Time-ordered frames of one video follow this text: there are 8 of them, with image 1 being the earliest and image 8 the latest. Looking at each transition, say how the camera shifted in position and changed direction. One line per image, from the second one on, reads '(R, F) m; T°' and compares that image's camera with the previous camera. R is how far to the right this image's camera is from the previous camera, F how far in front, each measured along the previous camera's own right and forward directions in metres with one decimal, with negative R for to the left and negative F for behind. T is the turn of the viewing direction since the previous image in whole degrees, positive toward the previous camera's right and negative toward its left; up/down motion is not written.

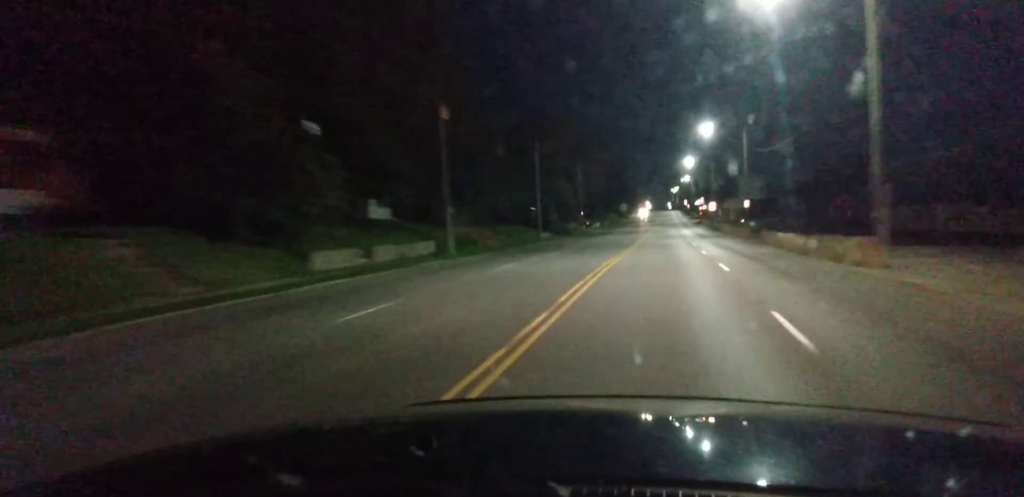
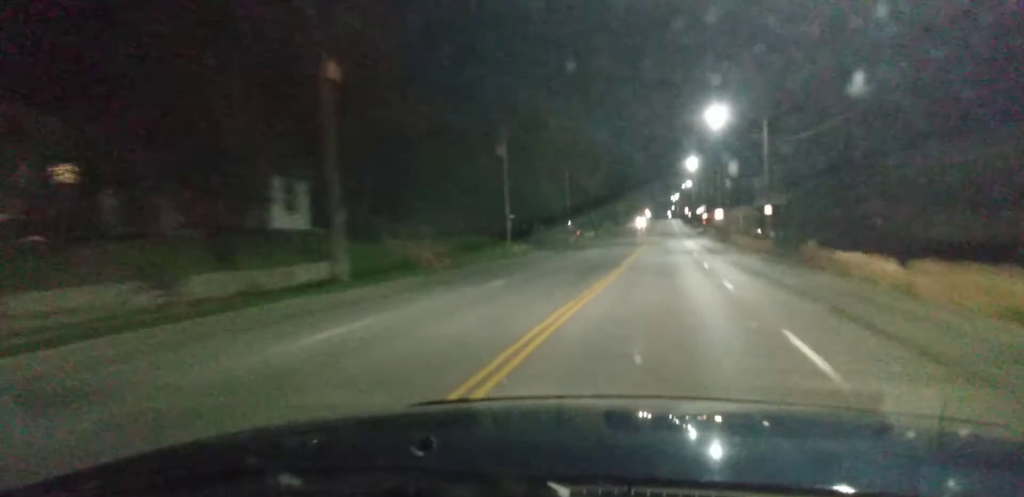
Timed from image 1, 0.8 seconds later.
(+0.1, +13.5) m; +1°
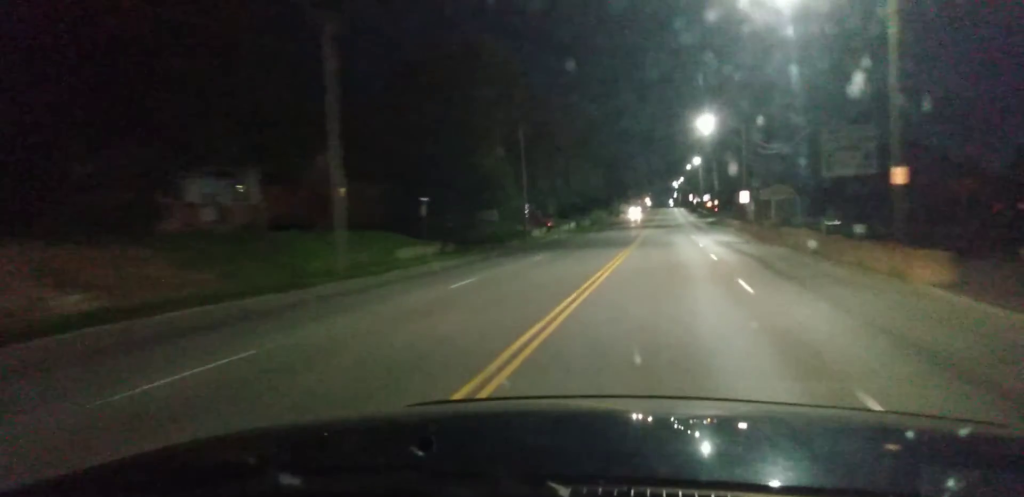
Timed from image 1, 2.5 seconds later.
(+0.4, +28.7) m; -1°
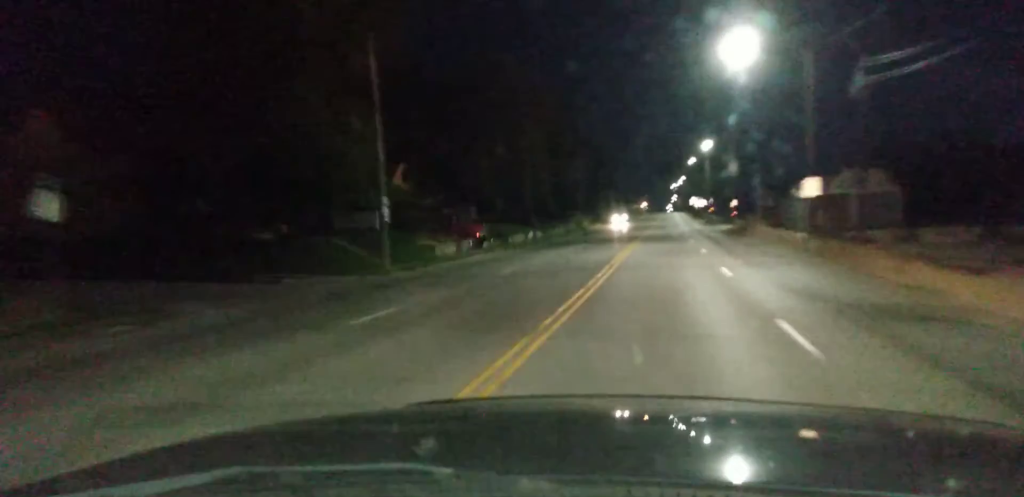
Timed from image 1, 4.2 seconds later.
(-0.8, +30.0) m; -1°
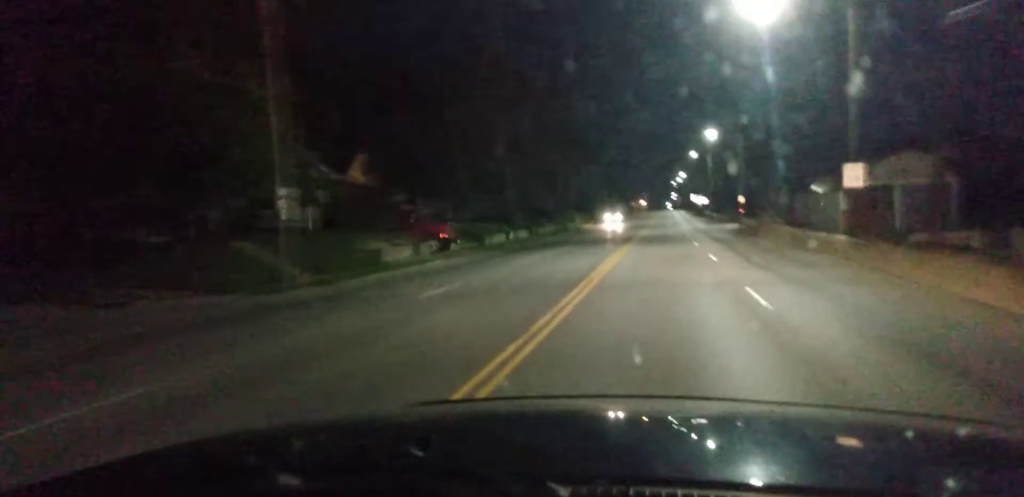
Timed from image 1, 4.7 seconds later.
(-0.1, +8.2) m; +1°
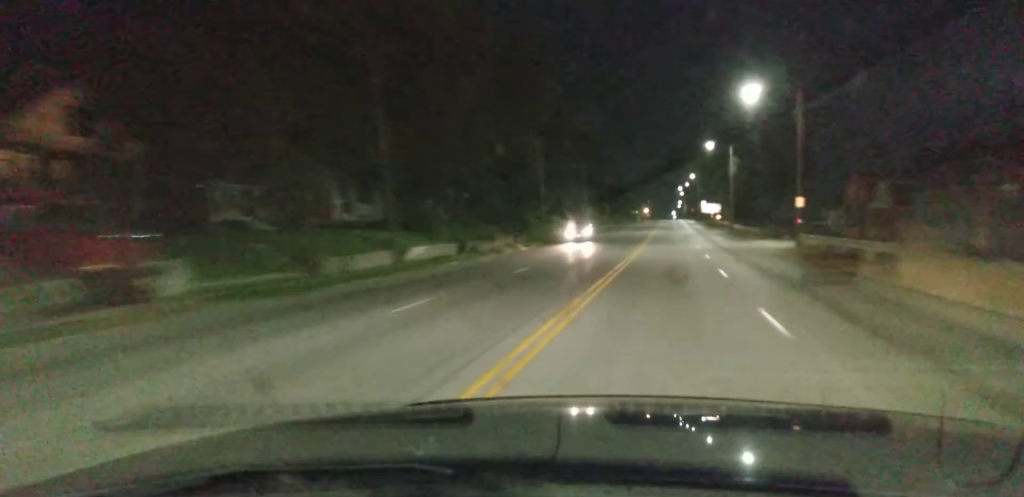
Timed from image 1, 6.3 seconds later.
(+0.3, +27.3) m; 0°
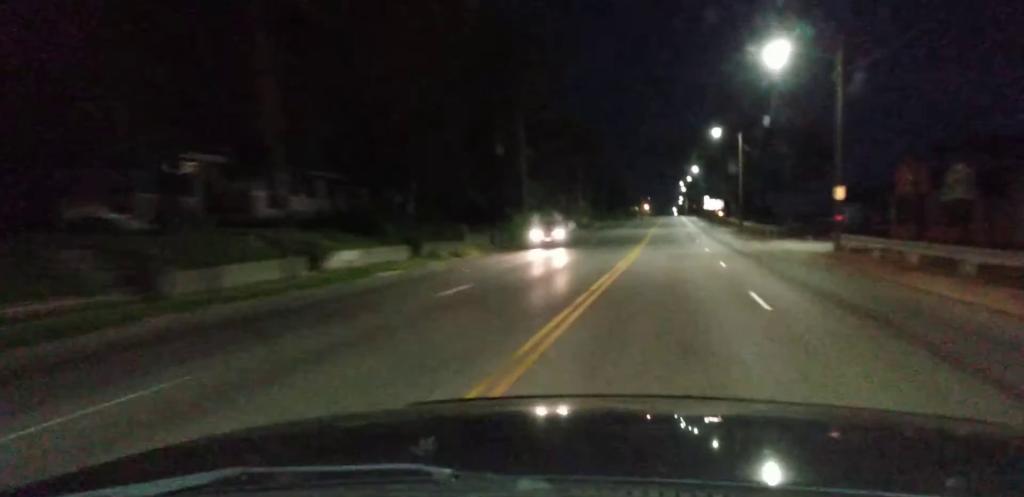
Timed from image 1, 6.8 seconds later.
(-0.1, +9.9) m; 0°
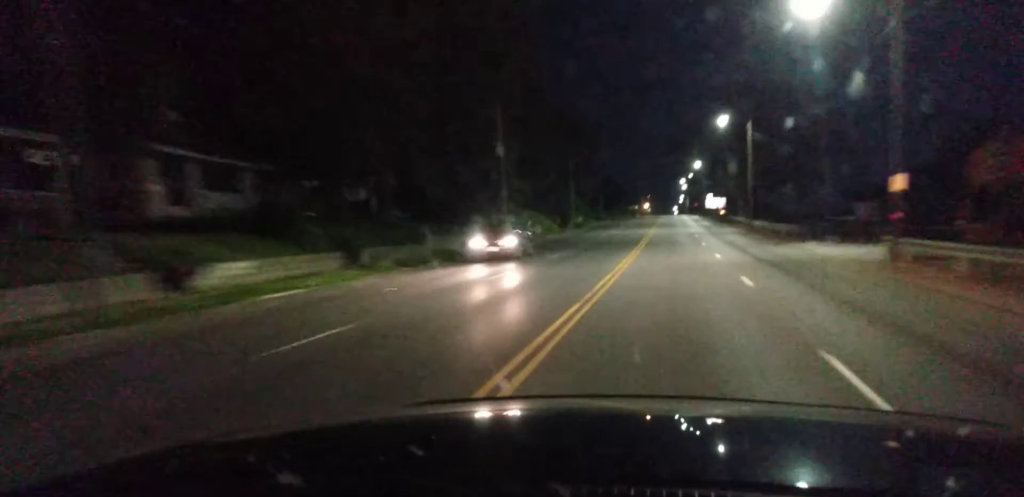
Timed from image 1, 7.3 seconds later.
(0.0, +7.2) m; +1°
